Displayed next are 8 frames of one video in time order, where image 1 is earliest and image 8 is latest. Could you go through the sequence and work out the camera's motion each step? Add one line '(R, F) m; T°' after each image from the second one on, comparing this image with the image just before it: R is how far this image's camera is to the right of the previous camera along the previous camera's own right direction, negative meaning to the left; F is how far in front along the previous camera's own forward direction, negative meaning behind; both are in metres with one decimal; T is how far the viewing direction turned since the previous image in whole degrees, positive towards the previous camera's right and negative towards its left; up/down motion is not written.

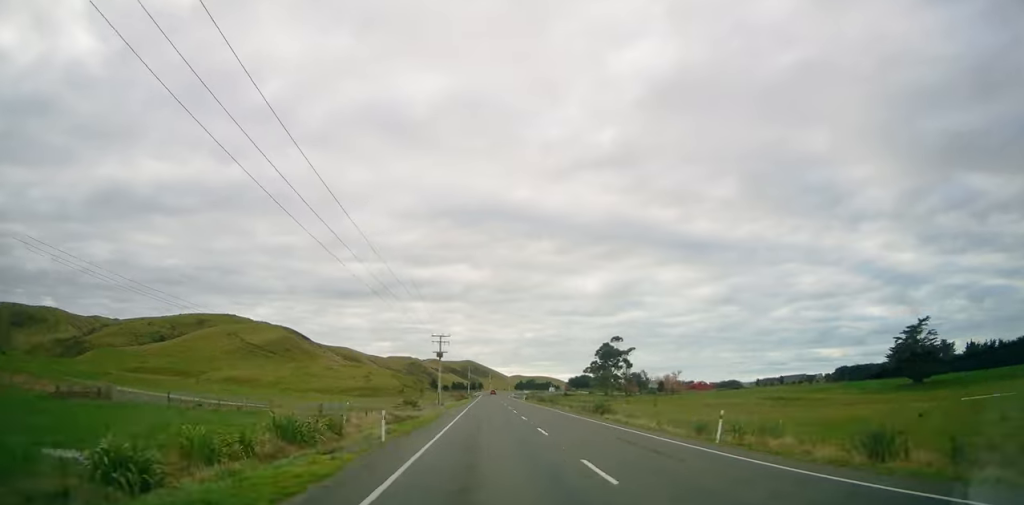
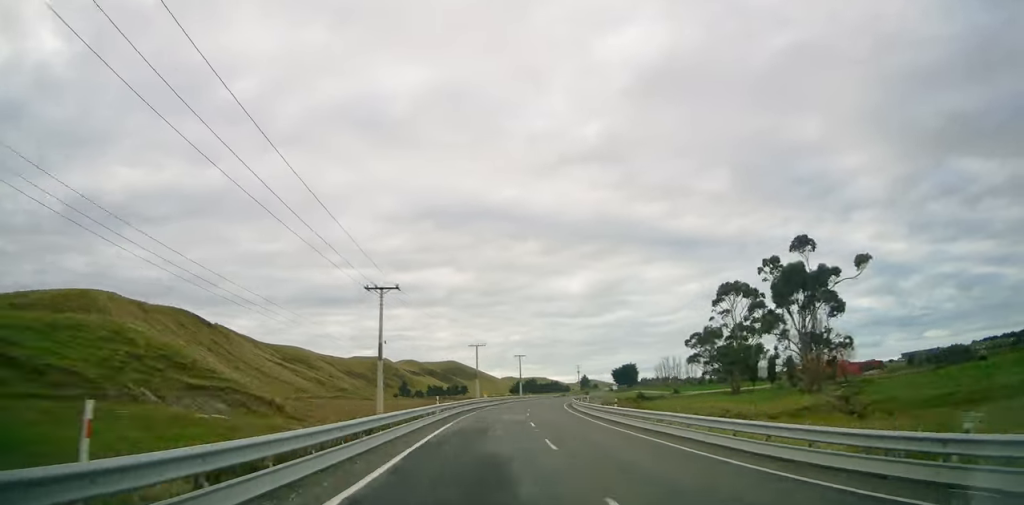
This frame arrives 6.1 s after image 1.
(+4.3, +145.4) m; +6°
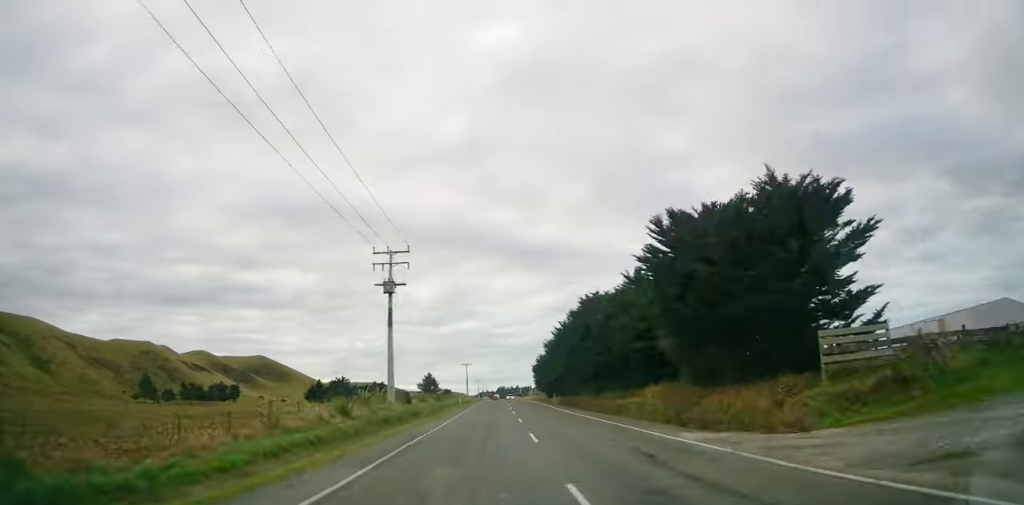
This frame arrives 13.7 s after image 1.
(+20.9, +179.4) m; +10°
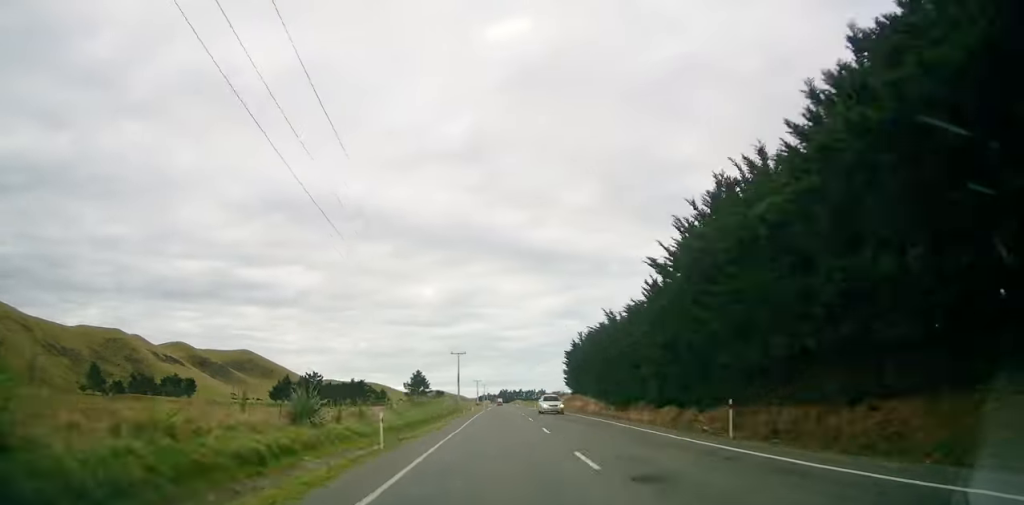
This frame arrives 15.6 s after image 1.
(+0.6, +45.0) m; +1°
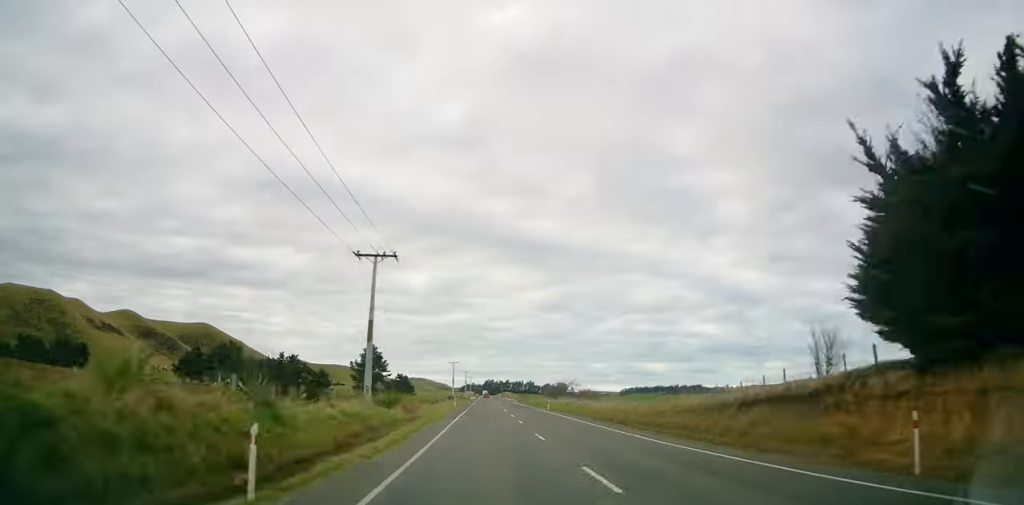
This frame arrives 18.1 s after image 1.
(+0.2, +61.9) m; 0°
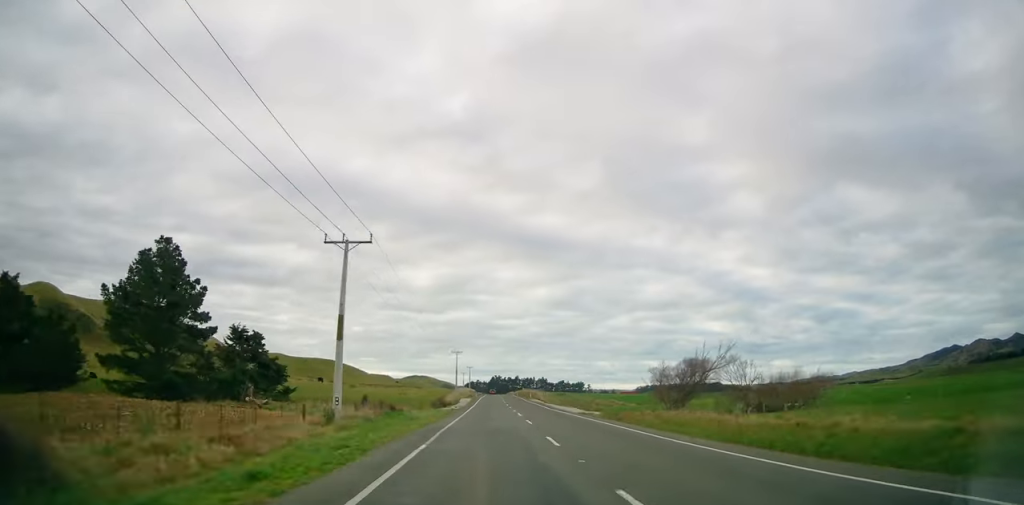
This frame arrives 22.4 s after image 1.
(0.0, +105.1) m; 0°
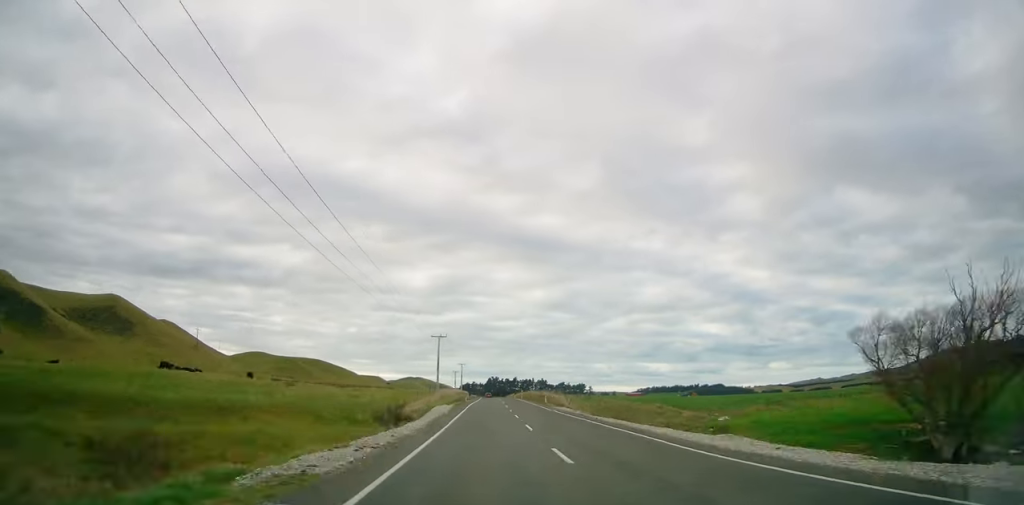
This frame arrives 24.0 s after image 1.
(-0.1, +39.7) m; 0°
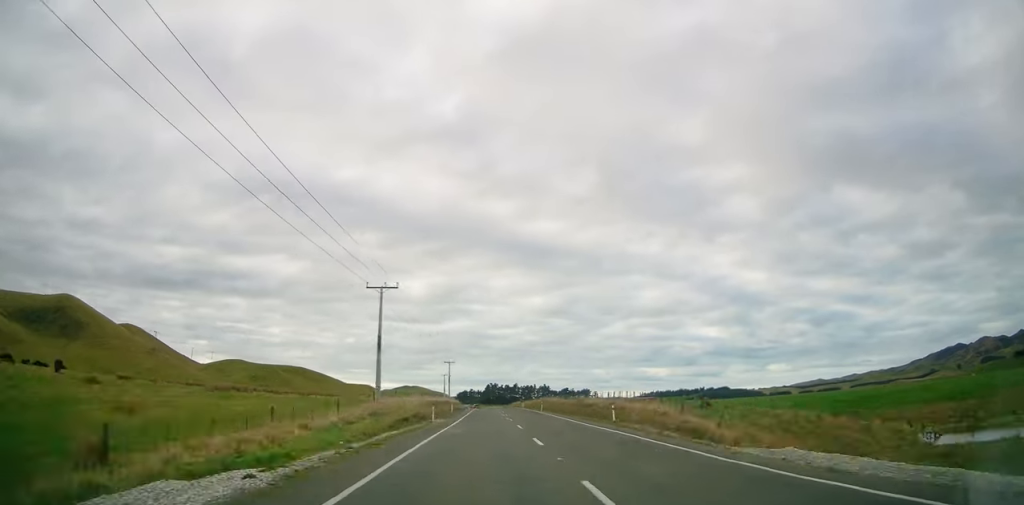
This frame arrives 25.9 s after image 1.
(+0.3, +47.2) m; -1°
